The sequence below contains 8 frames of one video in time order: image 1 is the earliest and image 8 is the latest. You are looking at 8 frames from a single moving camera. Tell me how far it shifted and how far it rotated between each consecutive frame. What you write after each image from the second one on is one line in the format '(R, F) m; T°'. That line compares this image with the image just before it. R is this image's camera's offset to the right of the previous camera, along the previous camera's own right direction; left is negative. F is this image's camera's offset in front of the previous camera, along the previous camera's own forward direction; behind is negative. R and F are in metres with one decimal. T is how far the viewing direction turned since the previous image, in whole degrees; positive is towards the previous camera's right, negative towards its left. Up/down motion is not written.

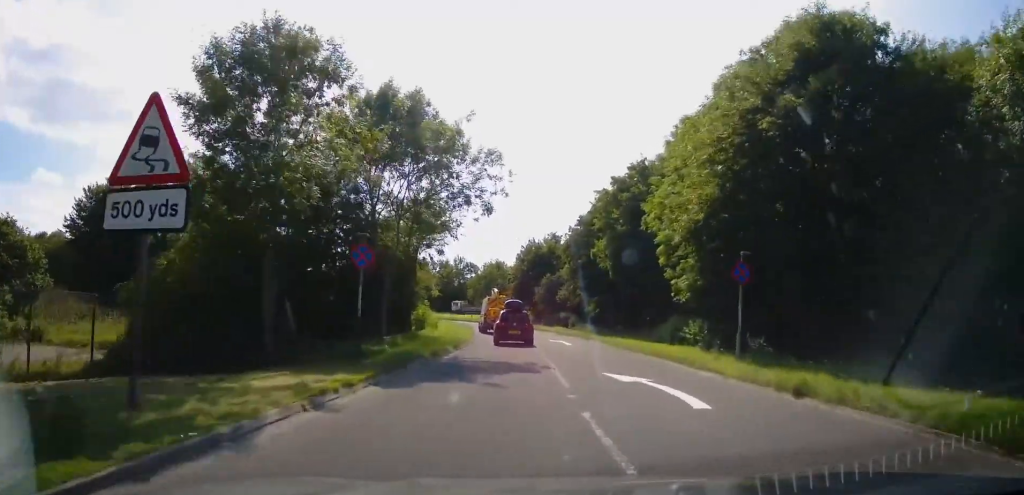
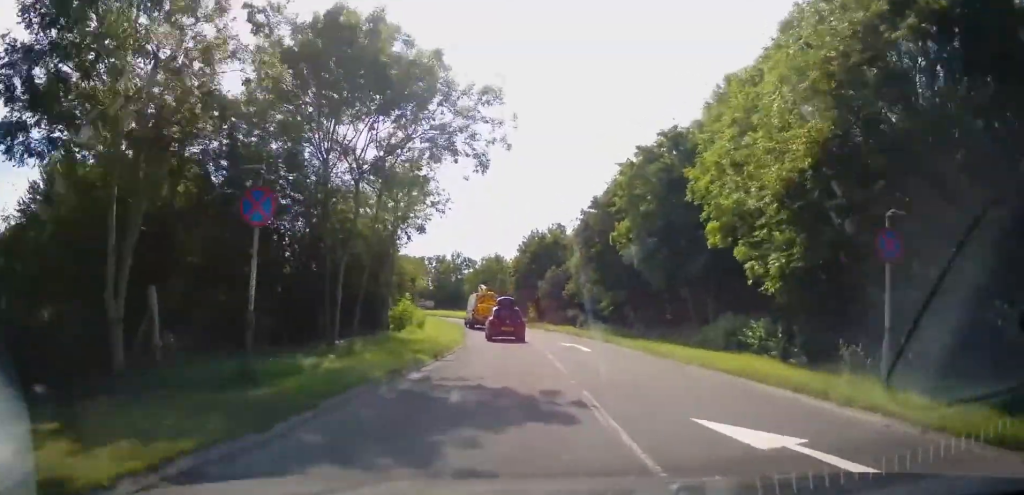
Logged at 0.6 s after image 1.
(0.0, +6.4) m; 0°
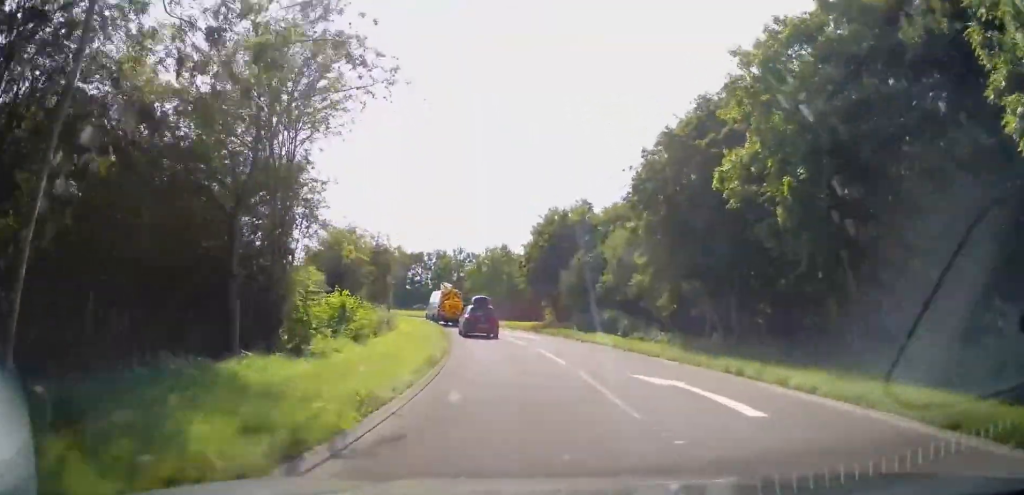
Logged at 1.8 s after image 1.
(+0.1, +14.9) m; +2°
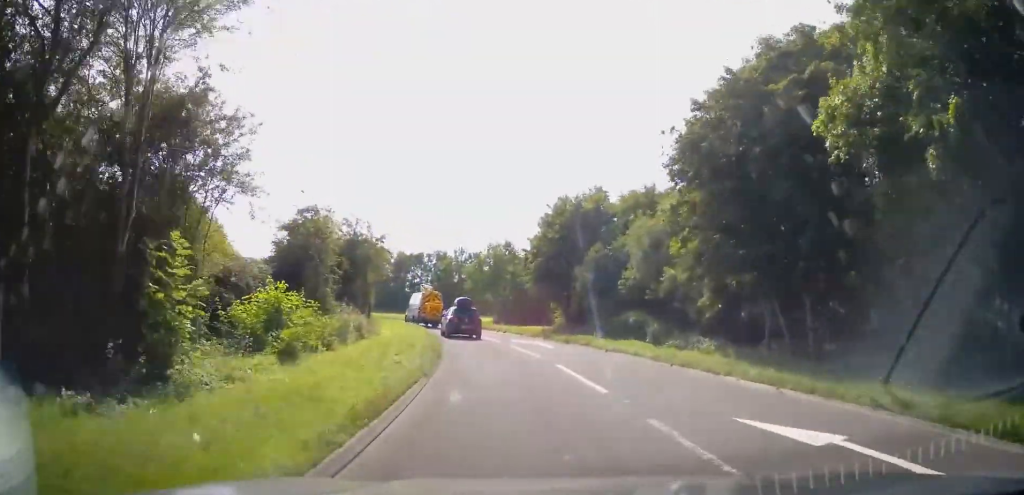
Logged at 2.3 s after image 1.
(+0.1, +6.1) m; 0°
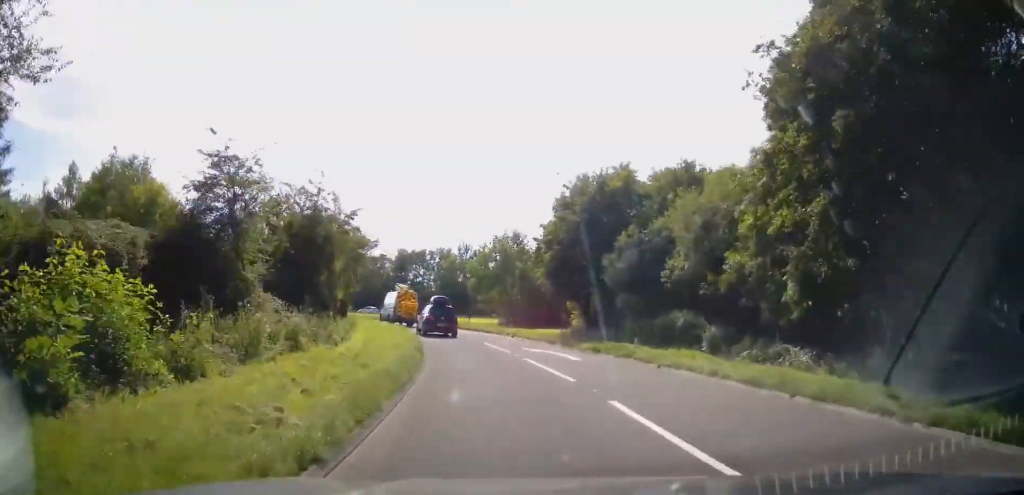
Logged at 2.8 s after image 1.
(+0.2, +6.7) m; -1°
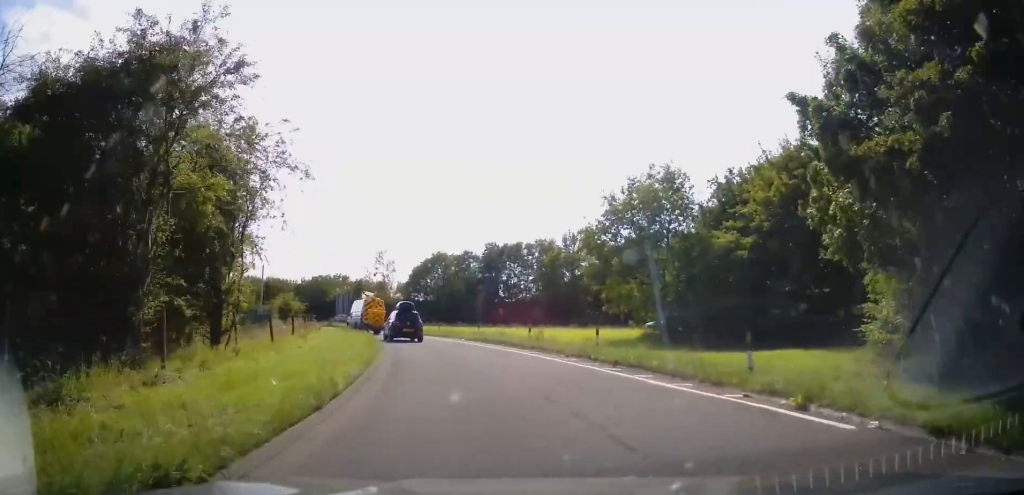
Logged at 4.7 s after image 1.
(-2.5, +26.0) m; -13°
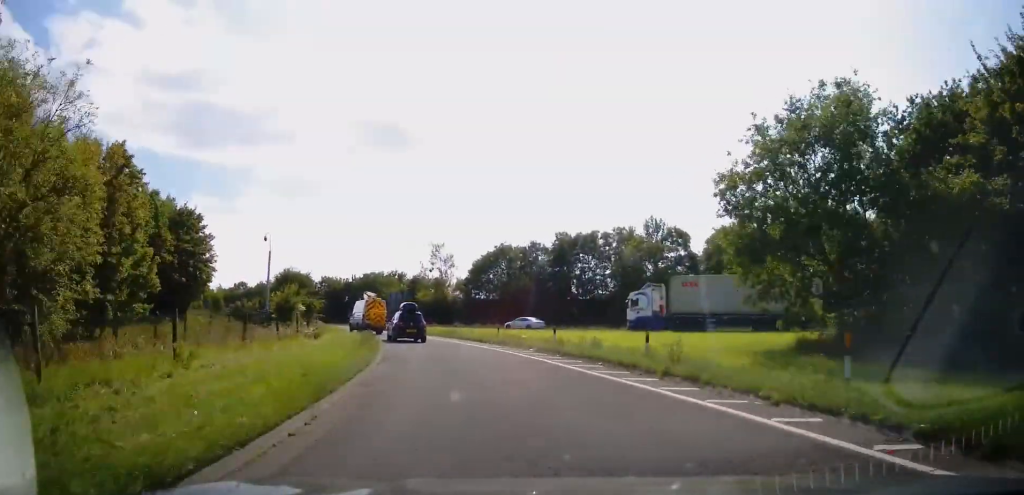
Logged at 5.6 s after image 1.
(-0.8, +11.9) m; -6°
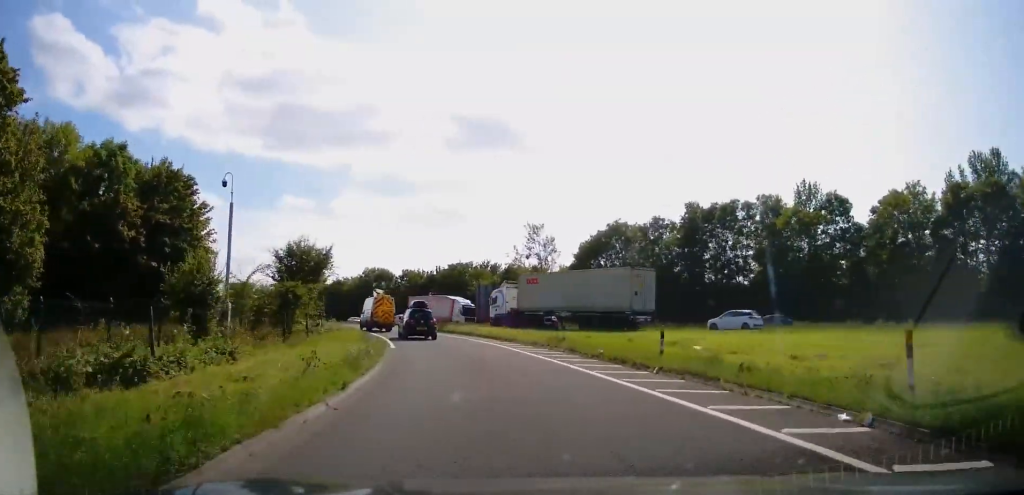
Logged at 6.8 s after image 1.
(-1.2, +18.4) m; -8°
